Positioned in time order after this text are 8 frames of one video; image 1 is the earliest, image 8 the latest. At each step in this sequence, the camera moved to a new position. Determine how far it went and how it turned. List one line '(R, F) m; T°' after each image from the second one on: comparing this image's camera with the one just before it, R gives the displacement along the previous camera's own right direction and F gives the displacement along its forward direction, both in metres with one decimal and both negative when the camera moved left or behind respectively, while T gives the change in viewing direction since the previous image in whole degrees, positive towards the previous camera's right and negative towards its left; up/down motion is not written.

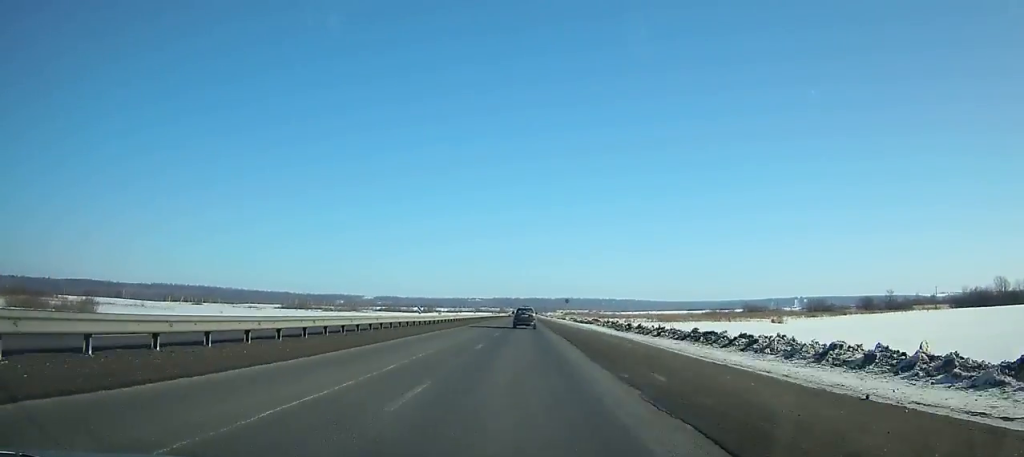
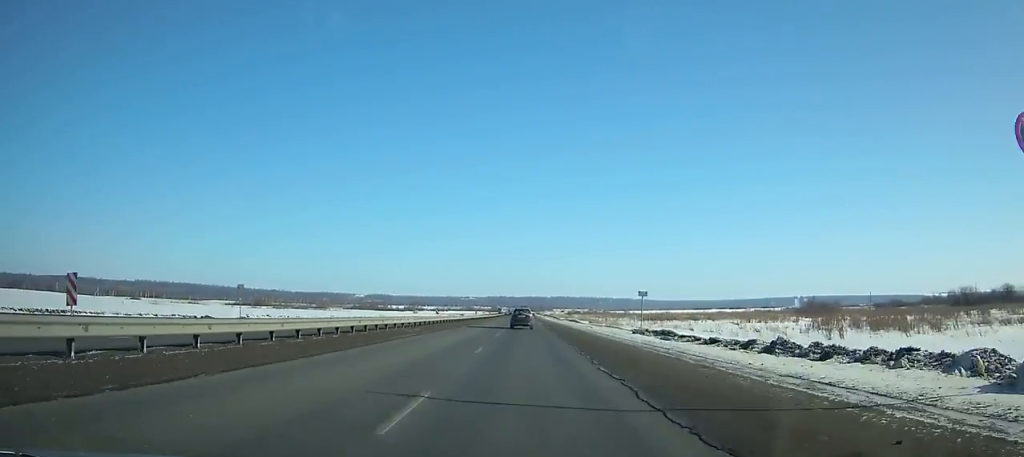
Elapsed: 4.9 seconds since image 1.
(-0.2, +112.3) m; 0°
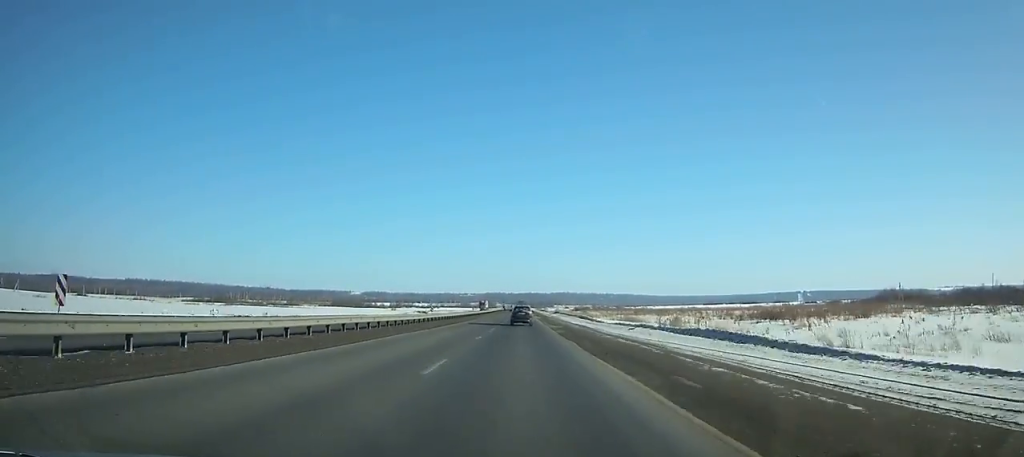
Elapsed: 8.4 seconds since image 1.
(+0.1, +79.7) m; 0°
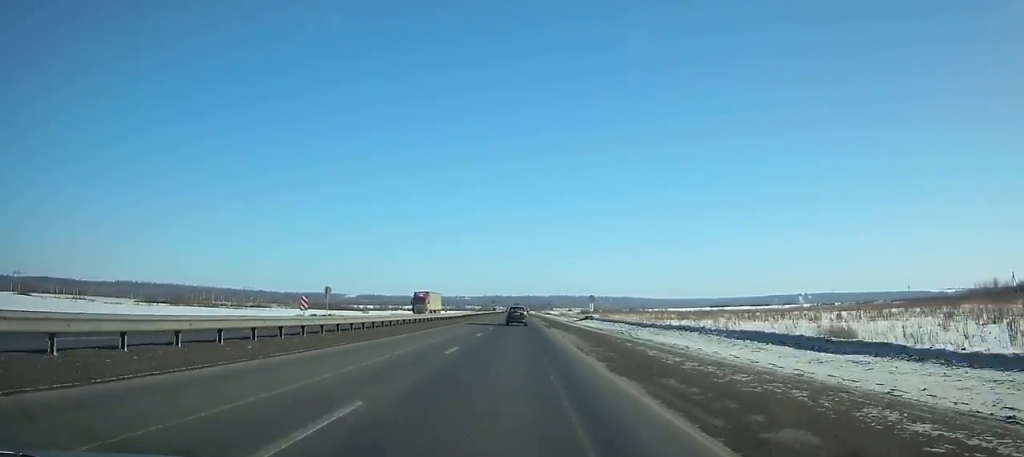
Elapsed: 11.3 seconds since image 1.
(0.0, +66.4) m; 0°
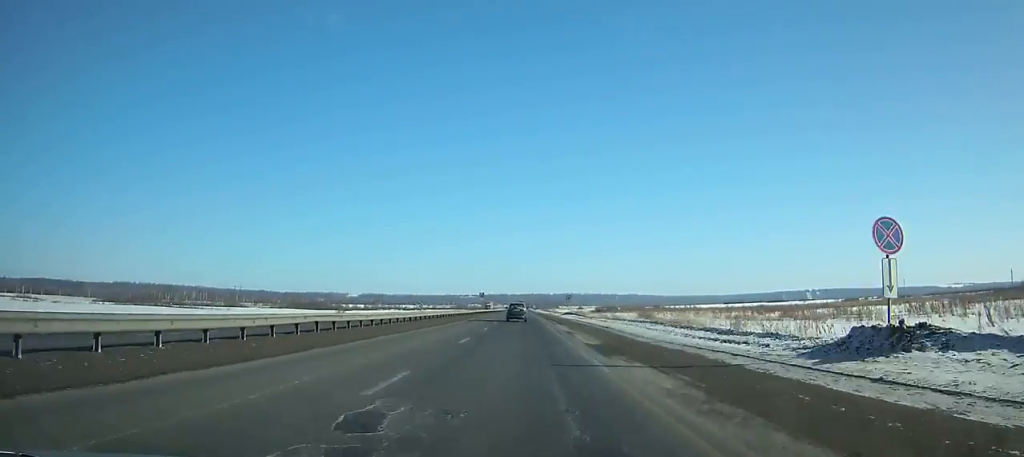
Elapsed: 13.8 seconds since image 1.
(0.0, +57.6) m; 0°
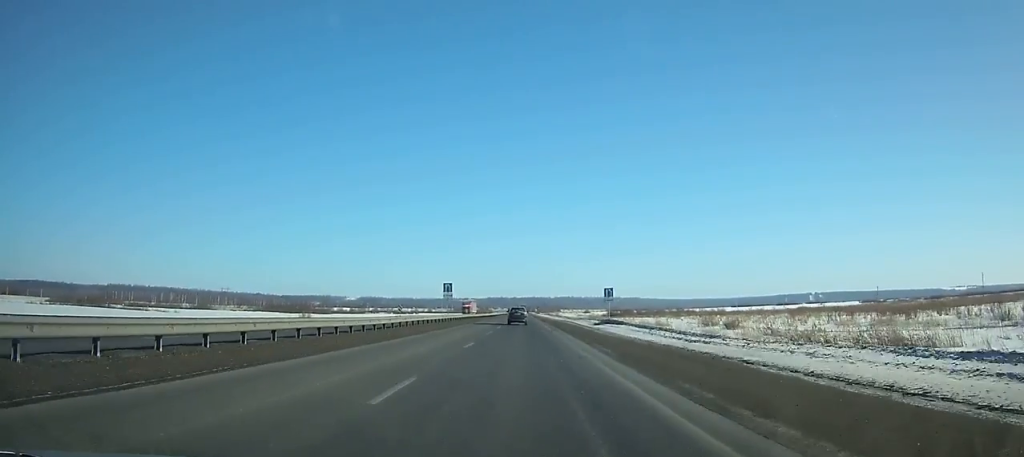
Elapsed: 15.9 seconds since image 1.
(-0.2, +48.8) m; 0°
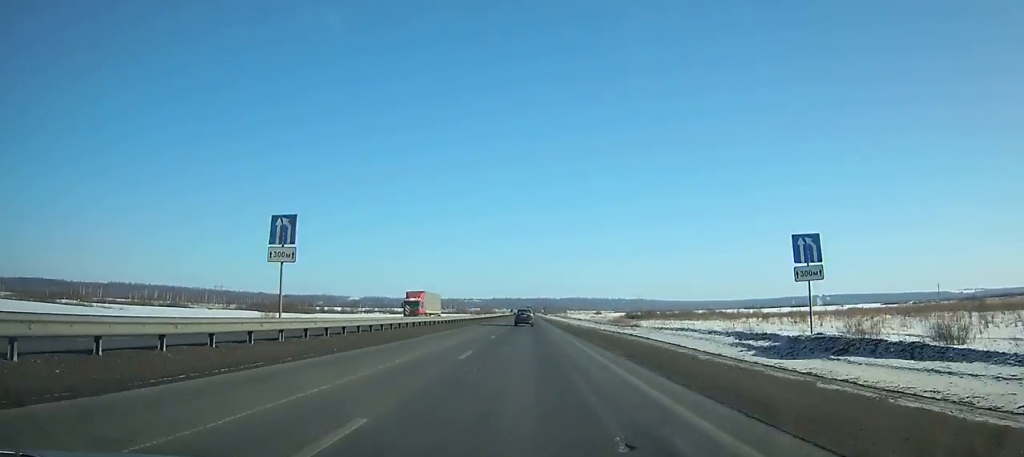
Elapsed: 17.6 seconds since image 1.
(0.0, +39.9) m; 0°
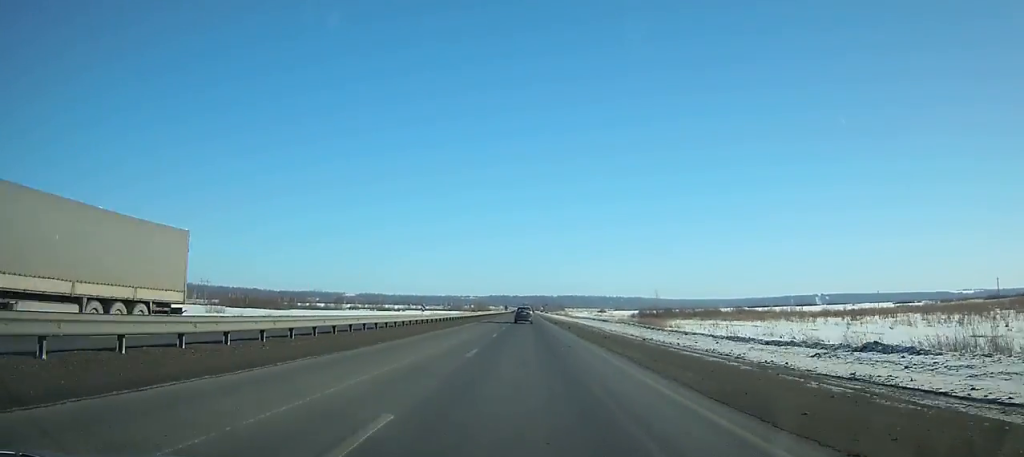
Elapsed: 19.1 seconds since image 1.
(0.0, +35.3) m; 0°
